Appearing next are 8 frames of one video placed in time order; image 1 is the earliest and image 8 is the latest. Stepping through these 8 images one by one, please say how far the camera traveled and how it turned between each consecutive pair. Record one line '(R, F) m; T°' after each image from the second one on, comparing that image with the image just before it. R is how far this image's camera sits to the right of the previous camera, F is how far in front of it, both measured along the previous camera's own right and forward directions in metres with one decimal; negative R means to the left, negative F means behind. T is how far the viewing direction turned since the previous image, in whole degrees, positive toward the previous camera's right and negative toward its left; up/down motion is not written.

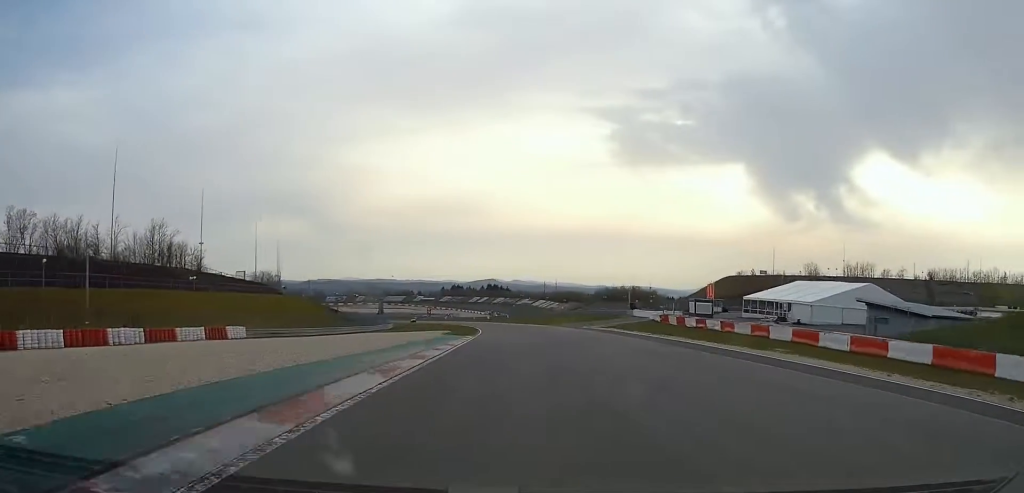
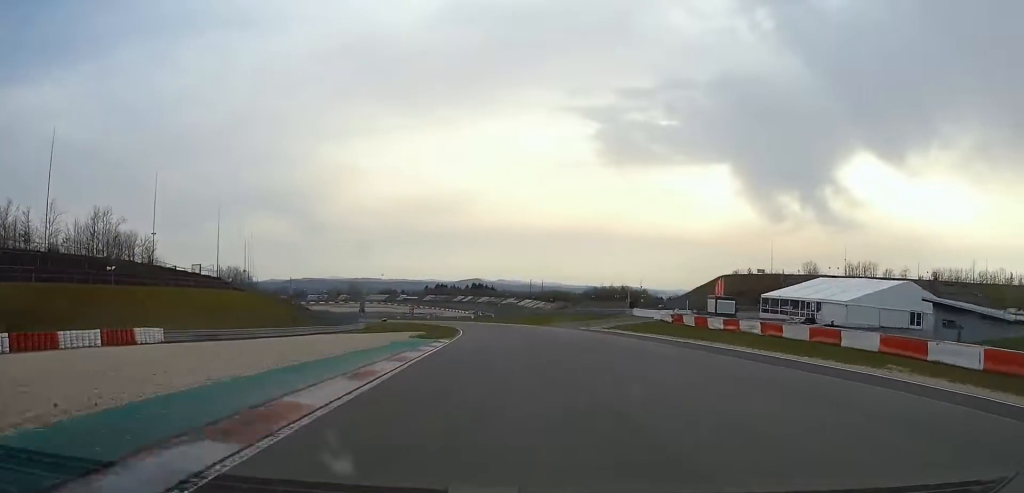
(+0.5, +13.5) m; +2°
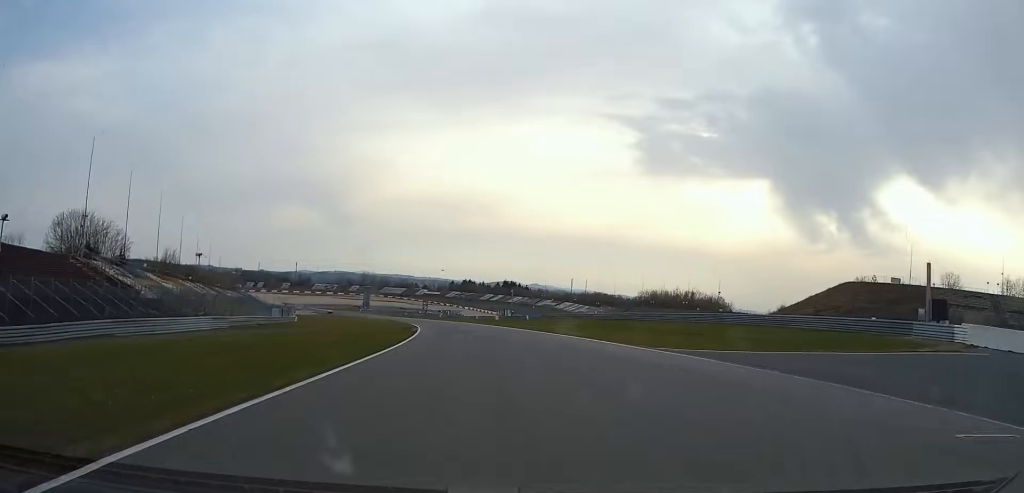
(+1.8, +76.7) m; -2°
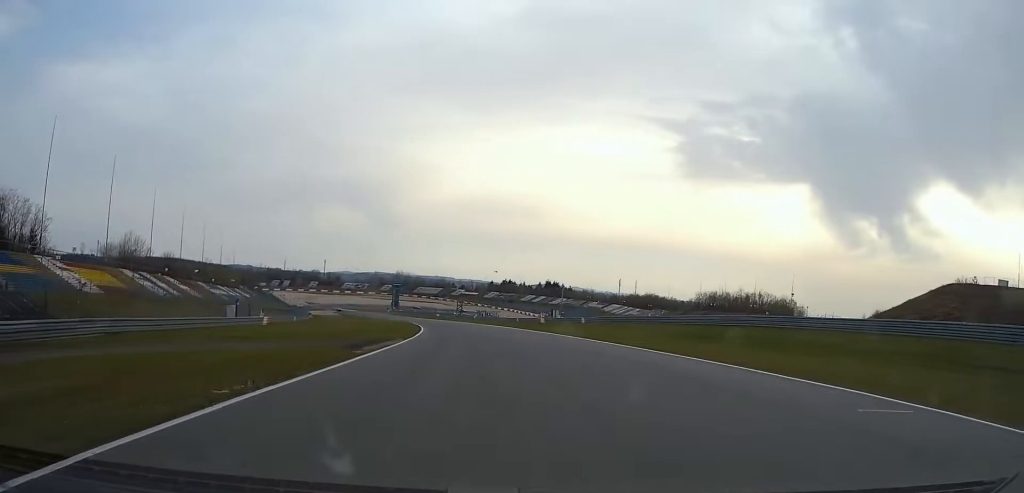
(-1.2, +32.0) m; -4°
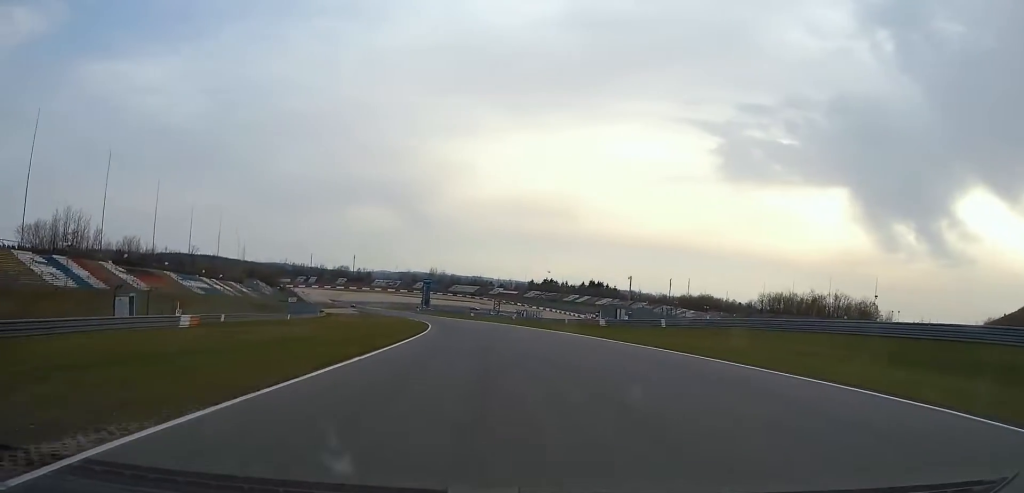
(-1.2, +30.6) m; -4°
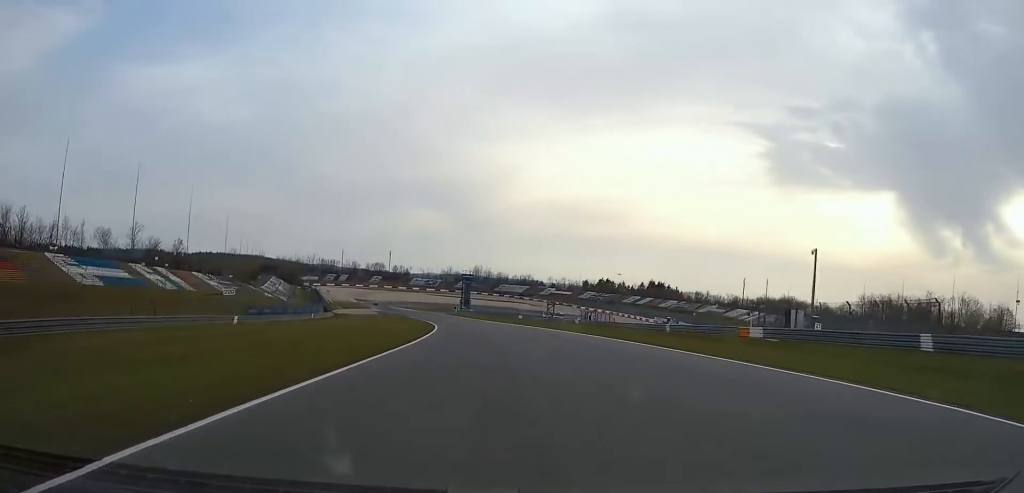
(-2.2, +45.4) m; -5°
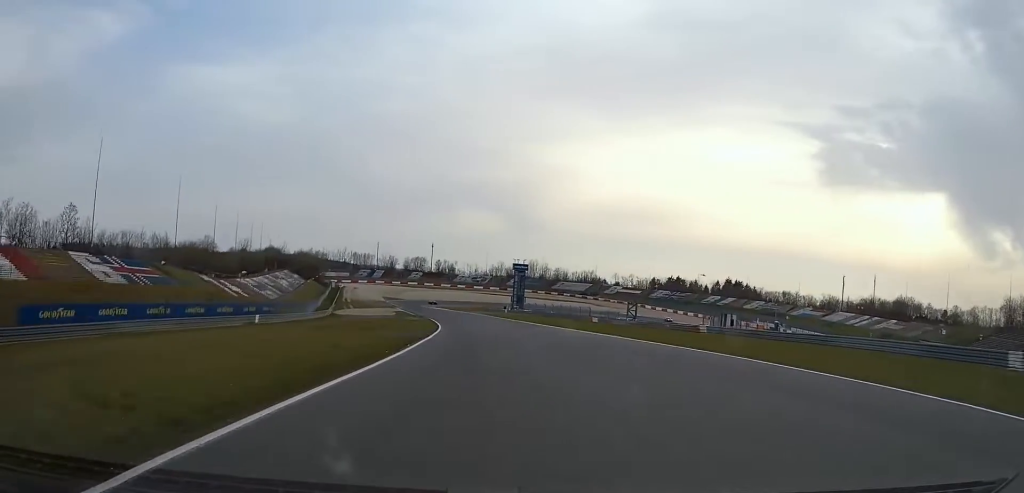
(-2.0, +53.8) m; -4°
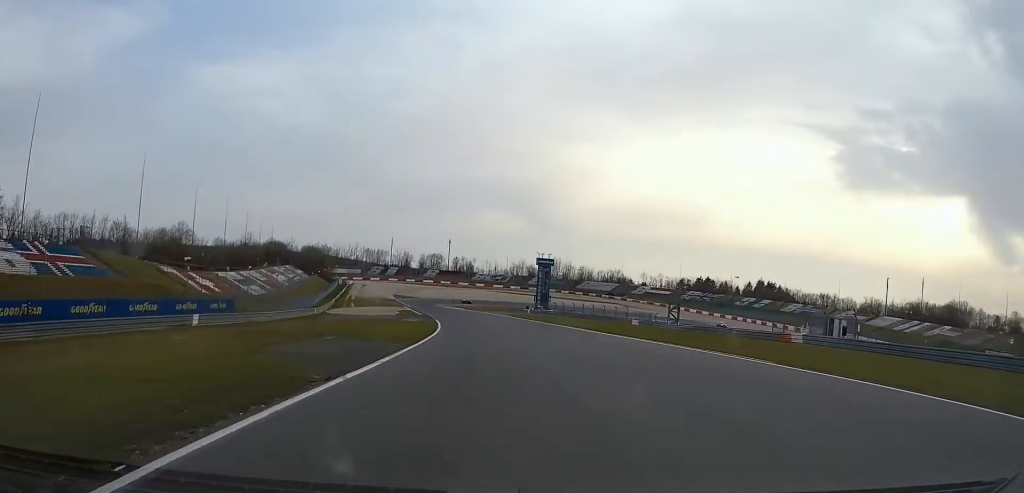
(+0.1, +21.3) m; -2°
